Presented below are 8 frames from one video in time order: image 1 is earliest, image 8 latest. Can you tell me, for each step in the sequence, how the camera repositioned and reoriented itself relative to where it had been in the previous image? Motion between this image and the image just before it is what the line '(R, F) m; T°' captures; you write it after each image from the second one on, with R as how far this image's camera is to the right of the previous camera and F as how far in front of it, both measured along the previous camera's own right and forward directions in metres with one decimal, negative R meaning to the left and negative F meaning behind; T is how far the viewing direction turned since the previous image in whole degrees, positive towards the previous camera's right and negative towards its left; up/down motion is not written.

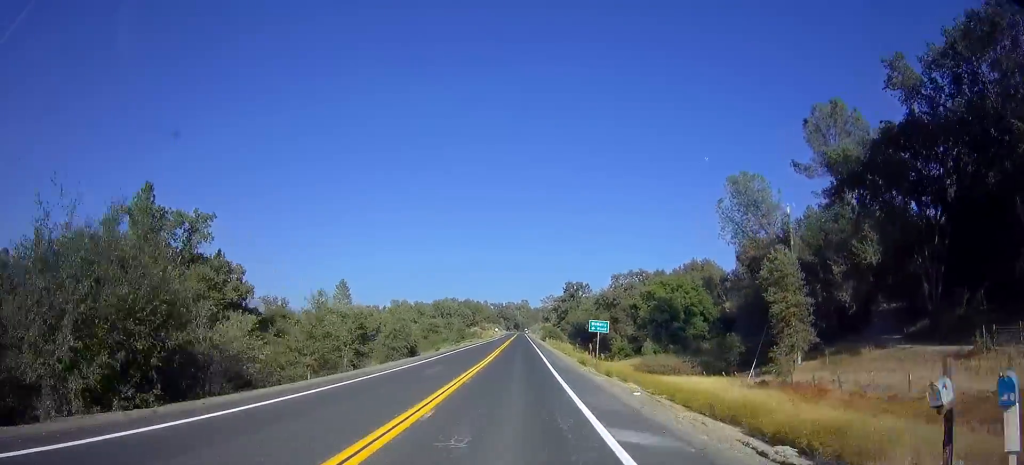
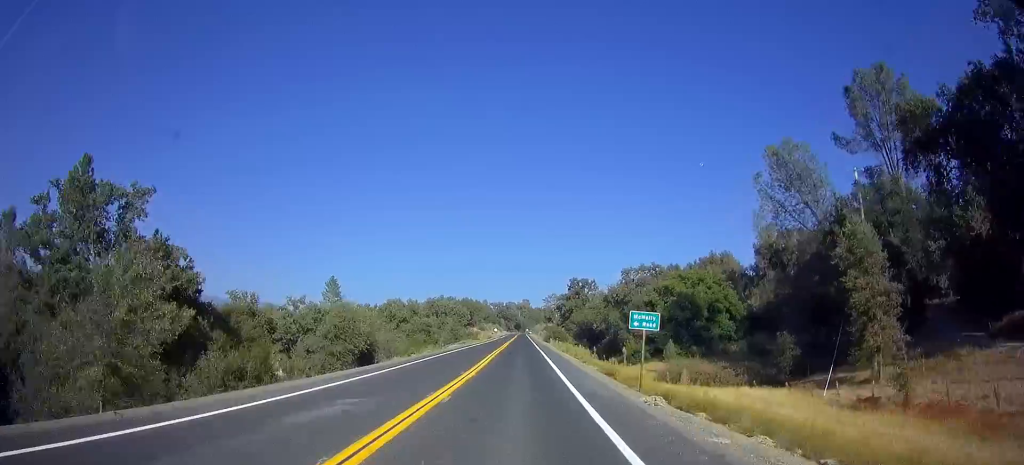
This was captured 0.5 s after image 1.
(+0.1, +13.3) m; 0°
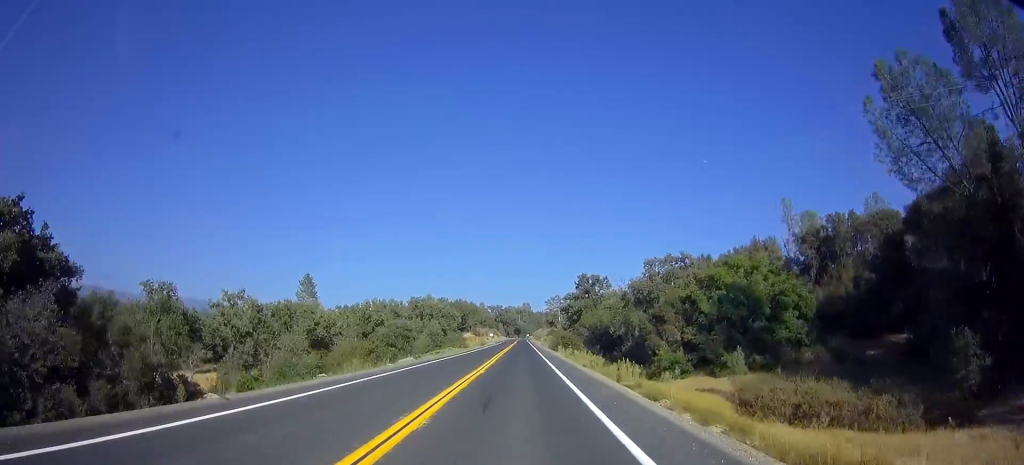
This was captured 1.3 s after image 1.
(0.0, +24.8) m; 0°
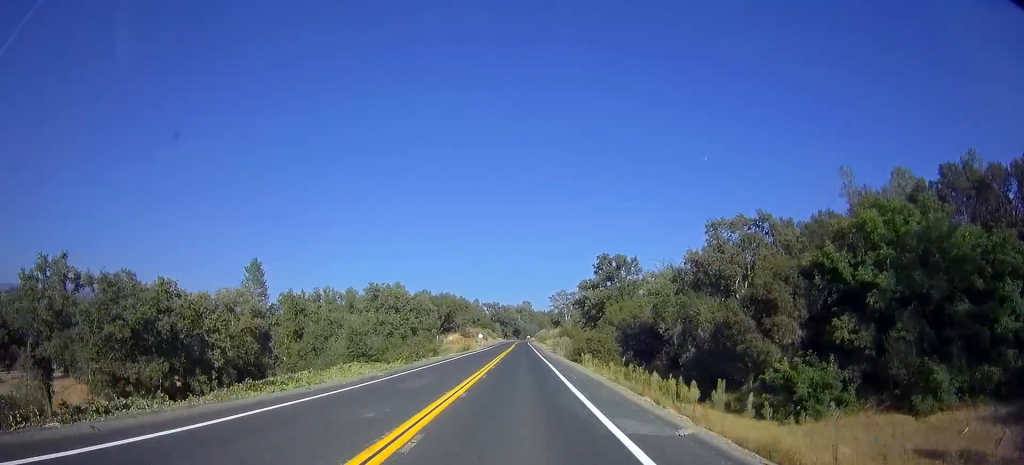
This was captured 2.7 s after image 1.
(-0.4, +38.3) m; 0°
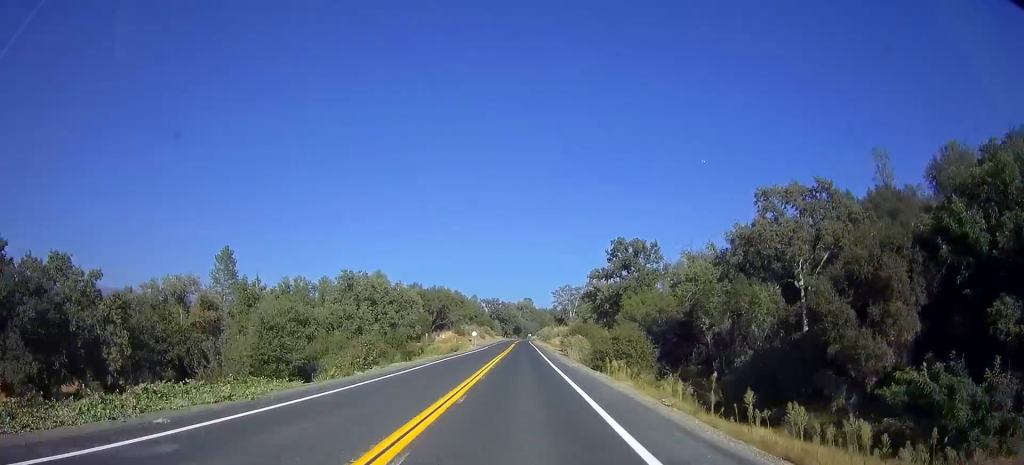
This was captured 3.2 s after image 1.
(+0.1, +16.2) m; 0°
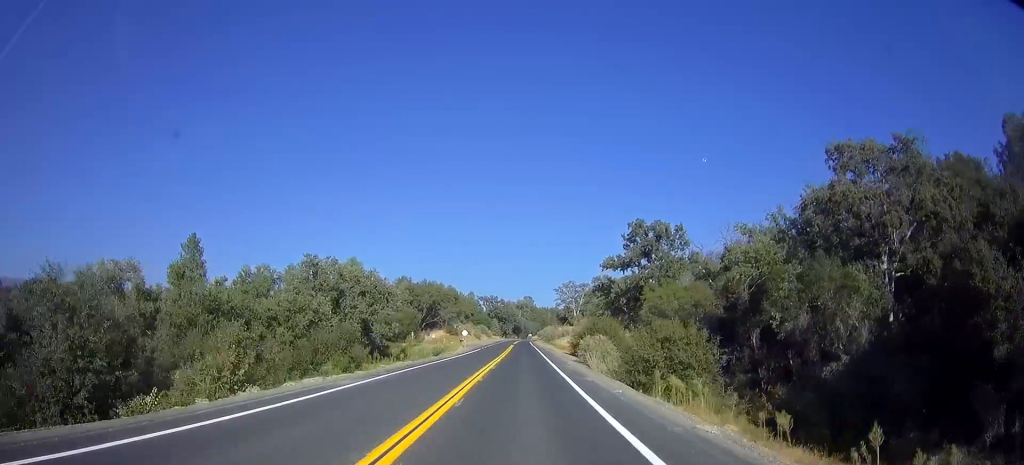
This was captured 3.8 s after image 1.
(0.0, +15.3) m; 0°
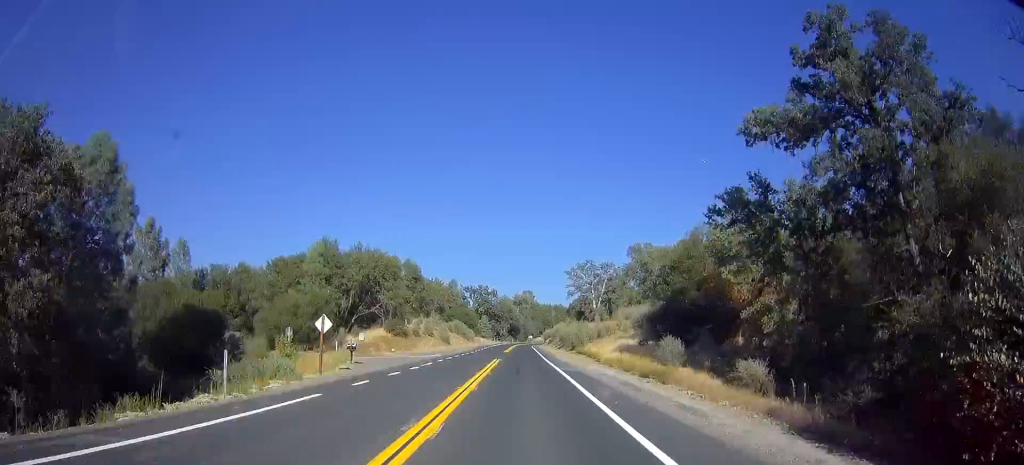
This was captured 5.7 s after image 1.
(-0.1, +55.1) m; 0°
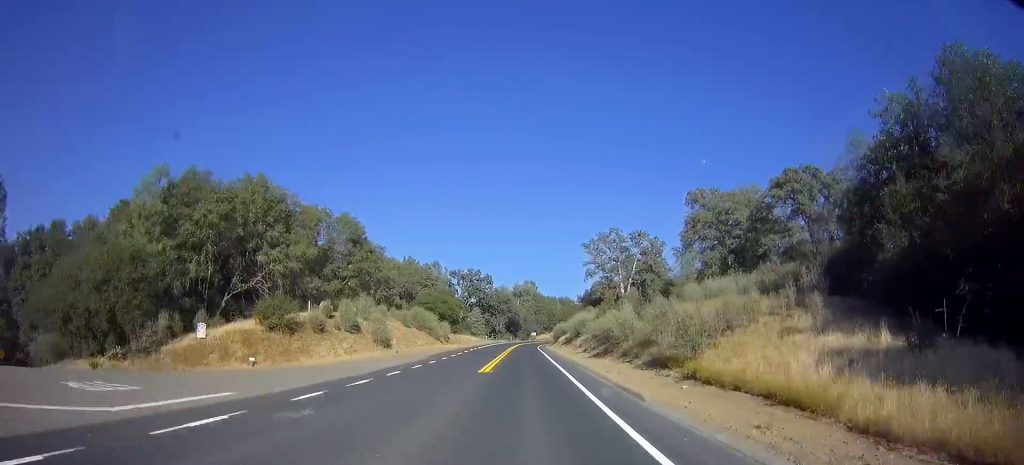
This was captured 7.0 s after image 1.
(+0.2, +36.7) m; 0°
